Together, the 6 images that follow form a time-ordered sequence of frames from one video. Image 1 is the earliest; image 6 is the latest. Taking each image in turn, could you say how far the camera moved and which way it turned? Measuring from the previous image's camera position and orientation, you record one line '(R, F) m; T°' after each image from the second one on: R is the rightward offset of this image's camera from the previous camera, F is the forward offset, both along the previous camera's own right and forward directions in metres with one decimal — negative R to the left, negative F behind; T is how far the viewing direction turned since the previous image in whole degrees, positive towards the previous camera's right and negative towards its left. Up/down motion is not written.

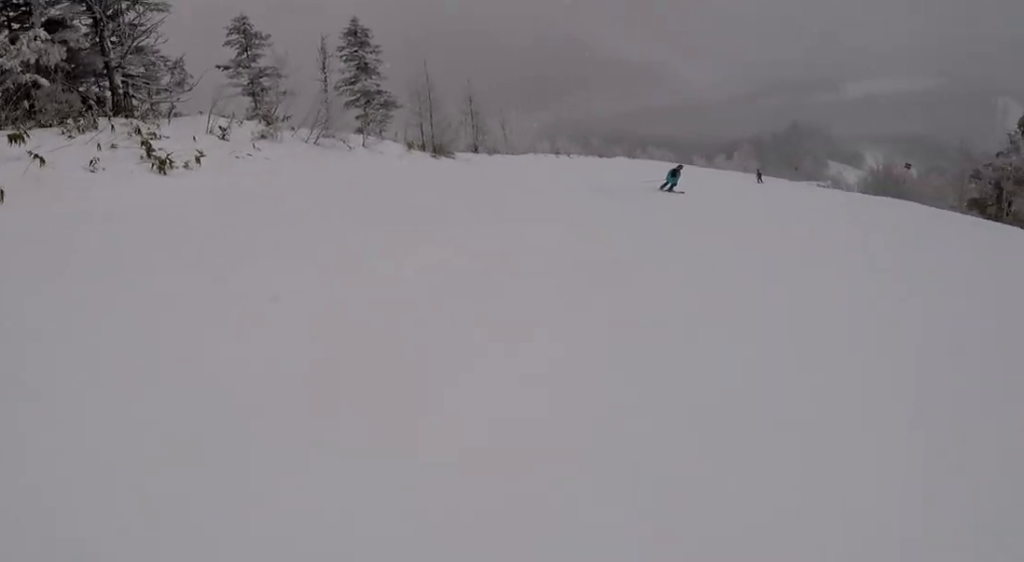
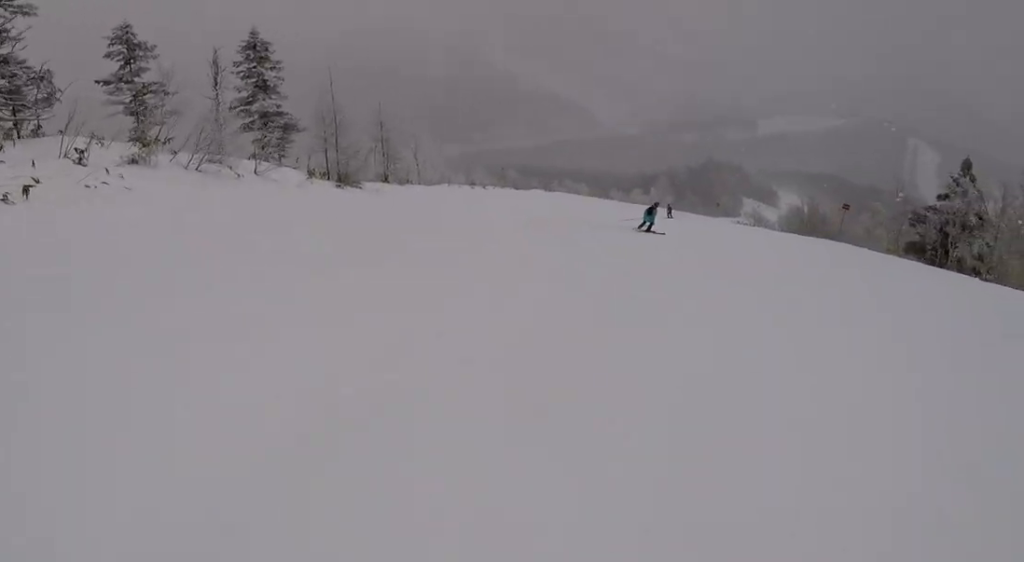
(+1.0, +3.0) m; +9°
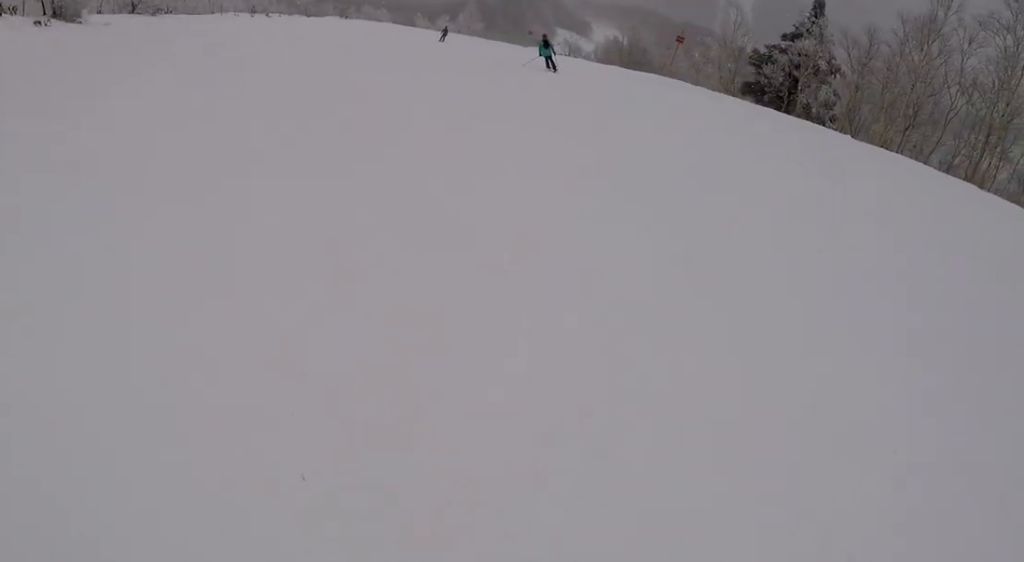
(+1.0, +5.8) m; +10°
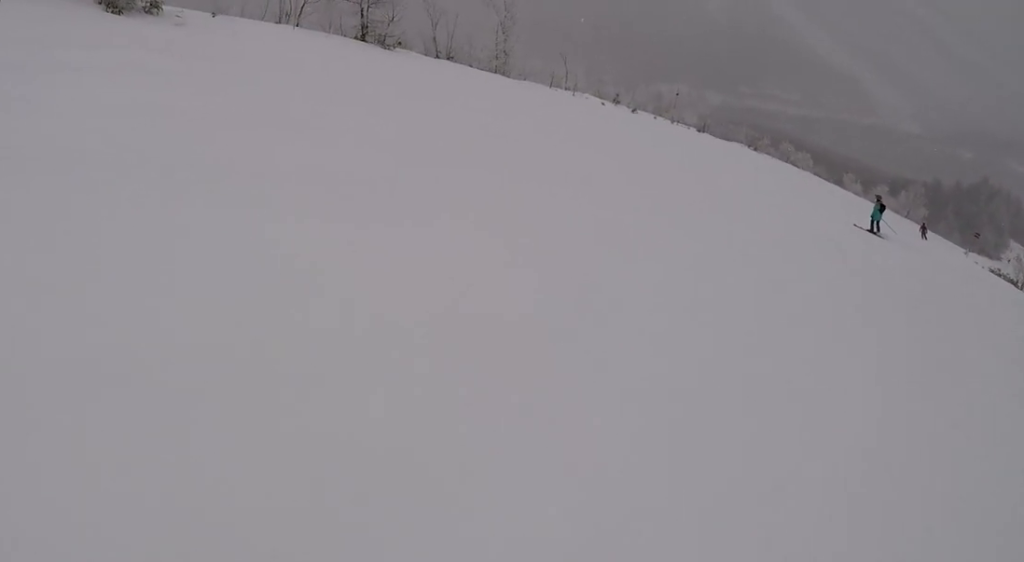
(-3.6, +17.0) m; -39°
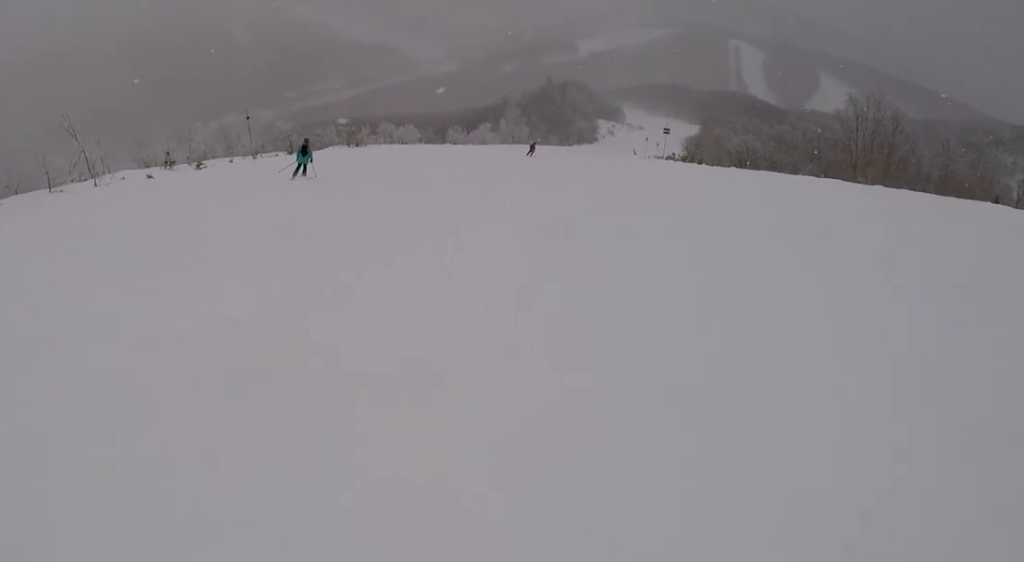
(+2.7, +16.3) m; +30°
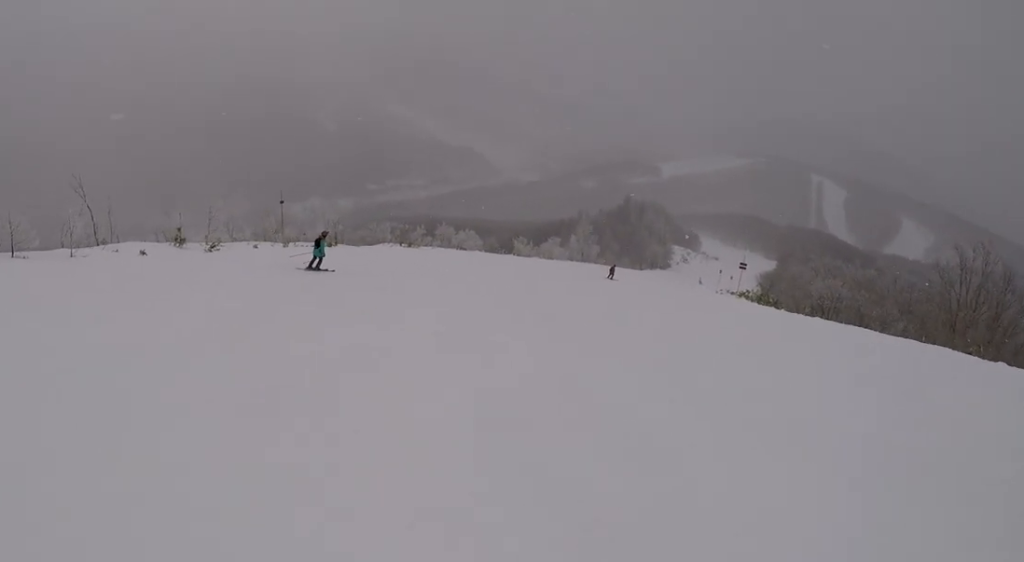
(+0.5, +4.2) m; -2°
